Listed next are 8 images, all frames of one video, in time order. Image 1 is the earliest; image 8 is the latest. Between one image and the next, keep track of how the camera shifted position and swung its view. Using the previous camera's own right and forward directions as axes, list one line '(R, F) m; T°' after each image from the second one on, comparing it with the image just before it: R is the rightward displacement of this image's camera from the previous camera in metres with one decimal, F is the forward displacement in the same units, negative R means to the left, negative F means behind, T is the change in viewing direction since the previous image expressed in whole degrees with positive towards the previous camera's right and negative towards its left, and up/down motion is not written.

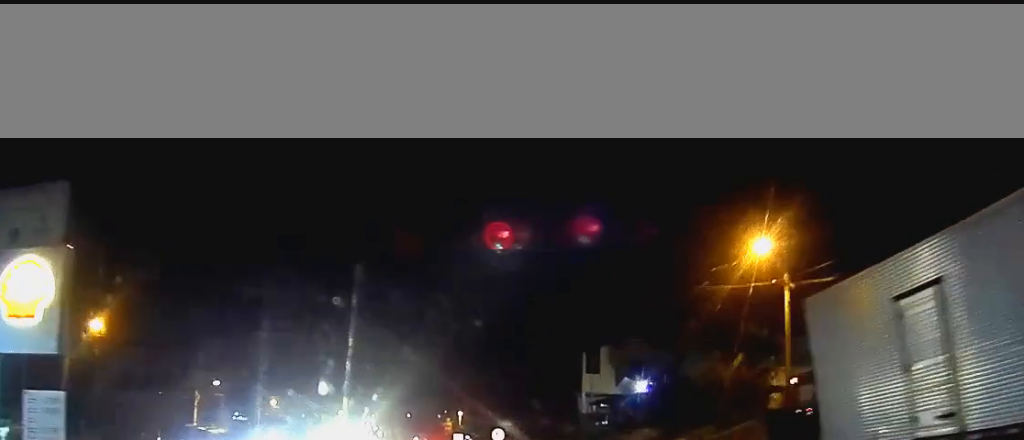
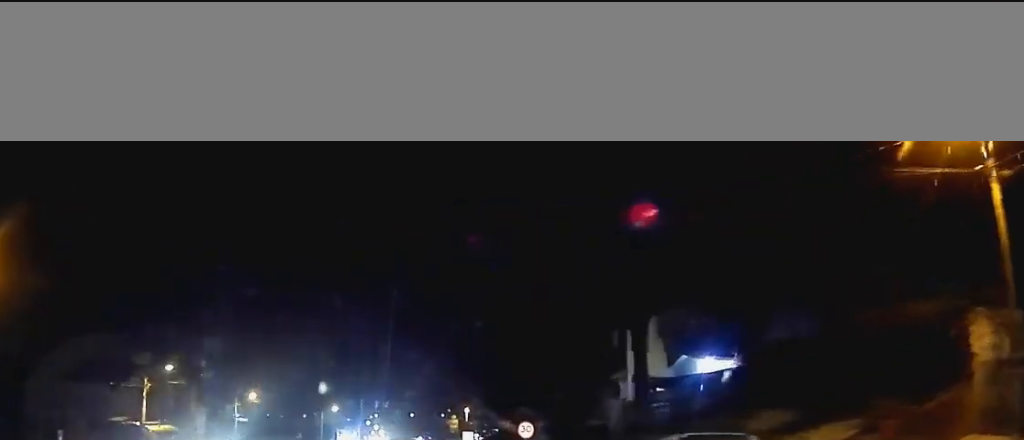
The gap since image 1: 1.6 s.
(+0.1, +13.1) m; 0°
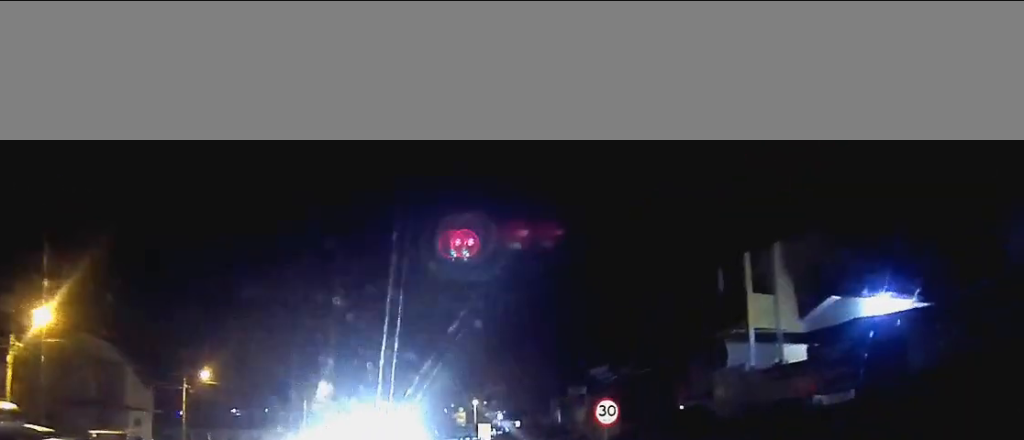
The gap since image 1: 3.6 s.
(-0.2, +18.9) m; -1°
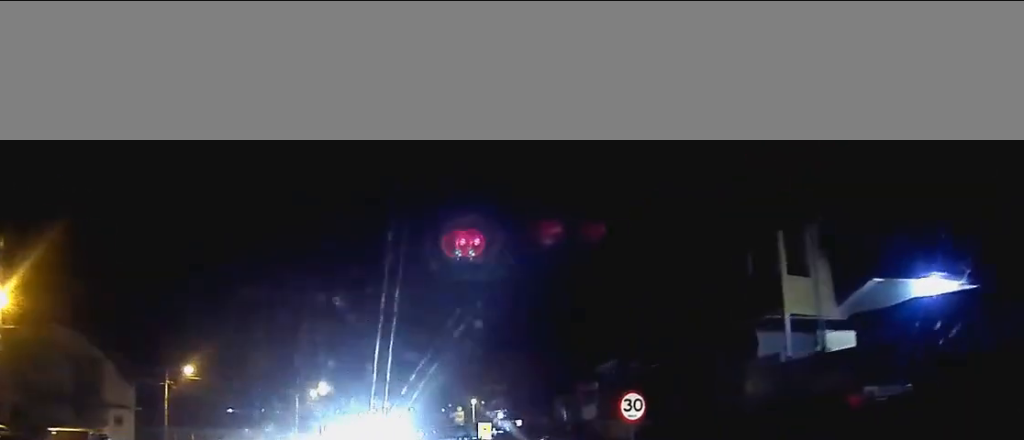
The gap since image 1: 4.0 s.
(0.0, +3.8) m; 0°
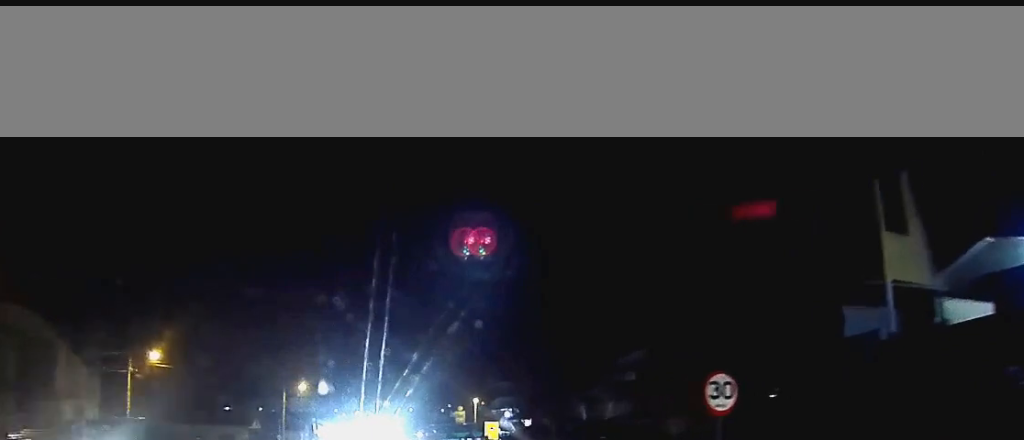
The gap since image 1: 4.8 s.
(0.0, +7.5) m; 0°
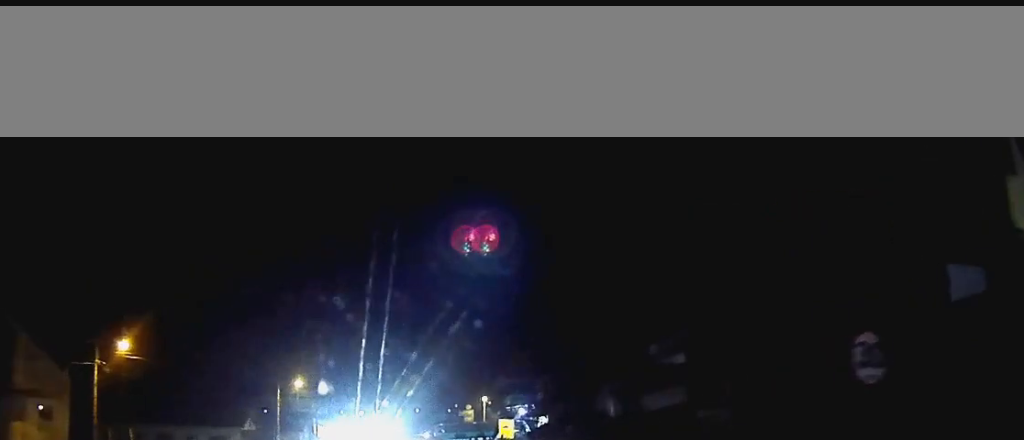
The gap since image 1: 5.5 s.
(0.0, +6.3) m; +1°
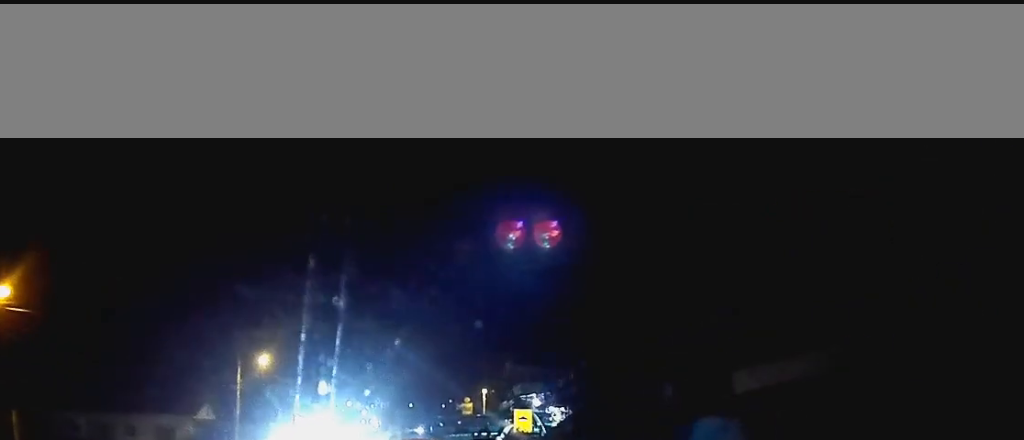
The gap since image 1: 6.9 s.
(+0.1, +12.6) m; +1°
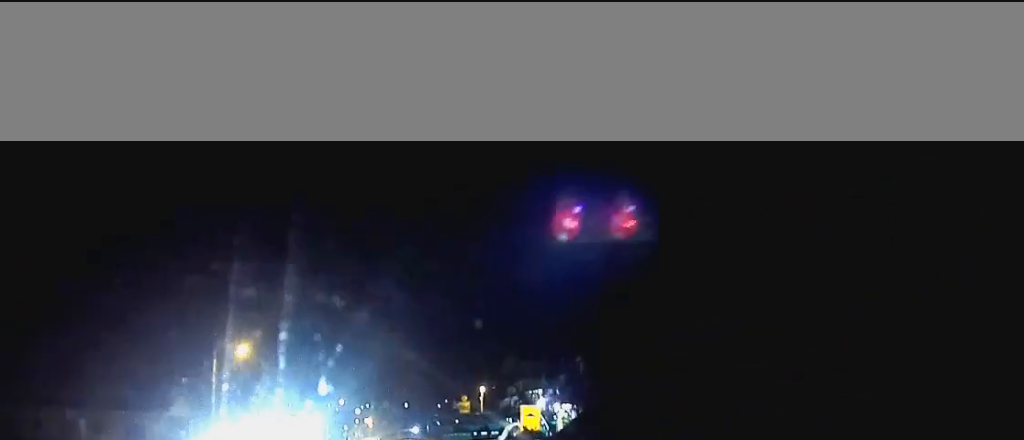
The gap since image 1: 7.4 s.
(0.0, +5.1) m; 0°
